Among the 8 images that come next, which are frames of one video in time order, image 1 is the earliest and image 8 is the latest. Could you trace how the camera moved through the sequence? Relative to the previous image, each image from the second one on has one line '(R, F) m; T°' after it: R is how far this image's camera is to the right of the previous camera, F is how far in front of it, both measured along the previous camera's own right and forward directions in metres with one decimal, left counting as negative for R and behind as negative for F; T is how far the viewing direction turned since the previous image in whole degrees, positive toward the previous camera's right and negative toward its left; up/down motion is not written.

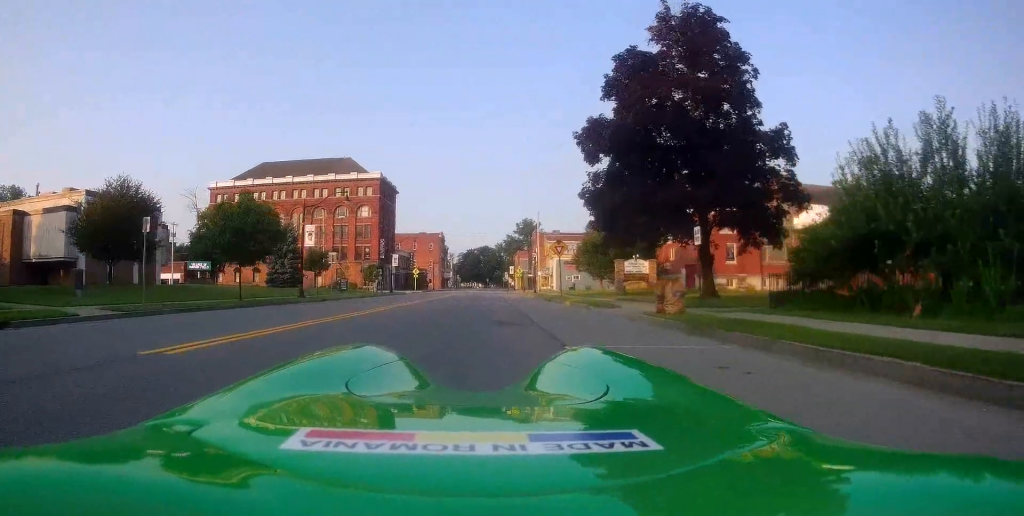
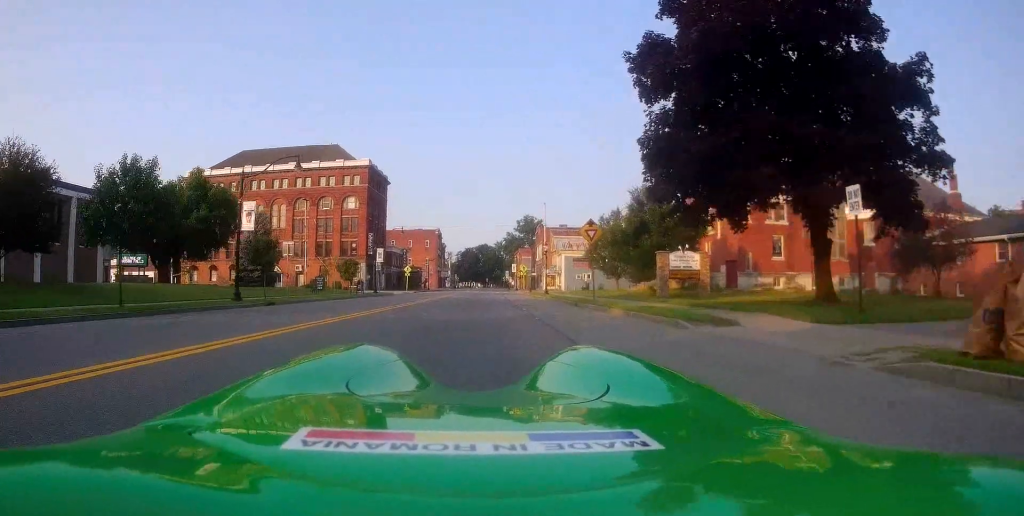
(-0.2, +9.4) m; -3°
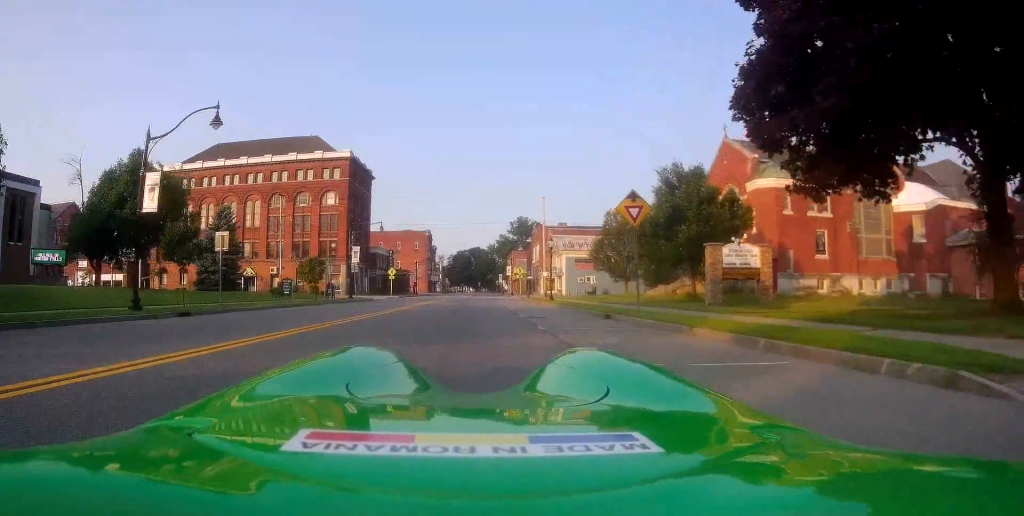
(-0.2, +7.5) m; +2°
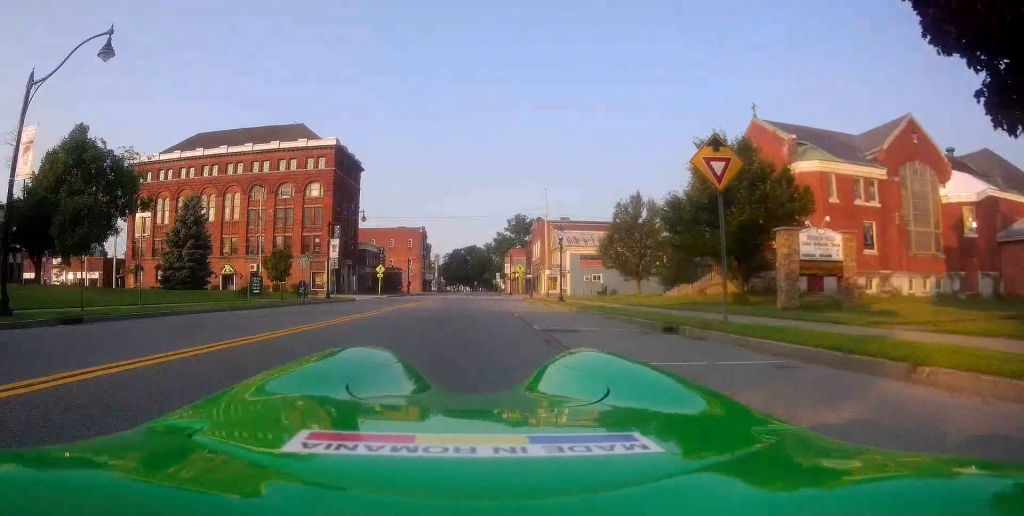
(+0.4, +6.2) m; +3°
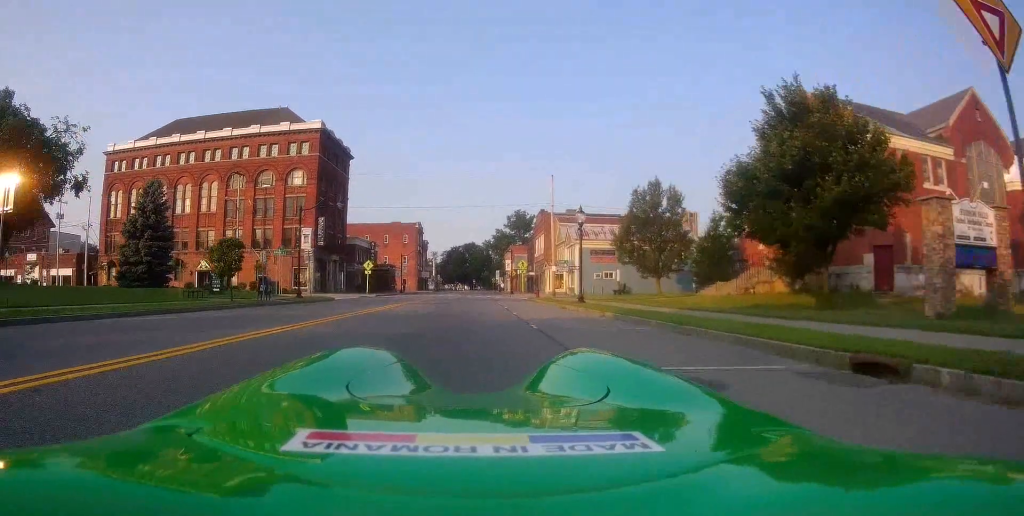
(+0.1, +6.5) m; -1°
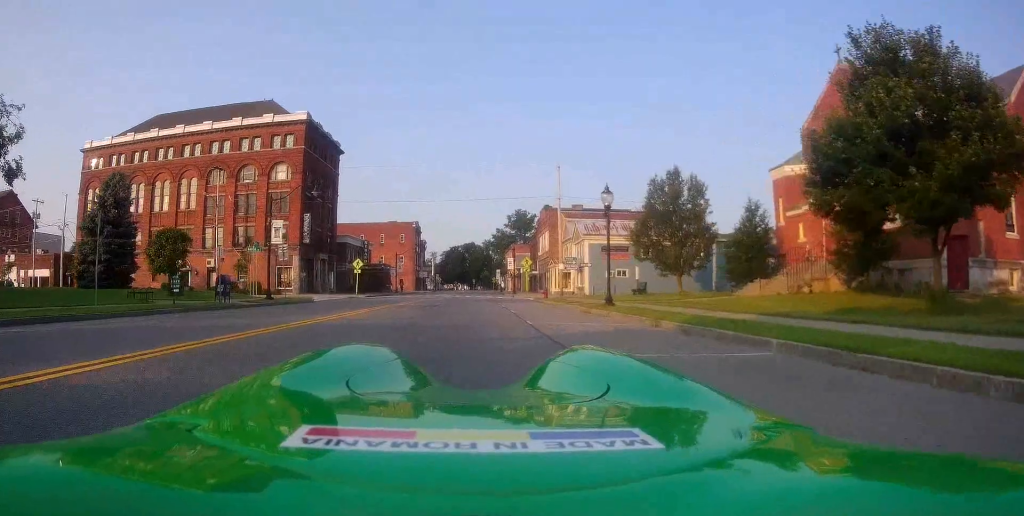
(-0.1, +5.2) m; -1°
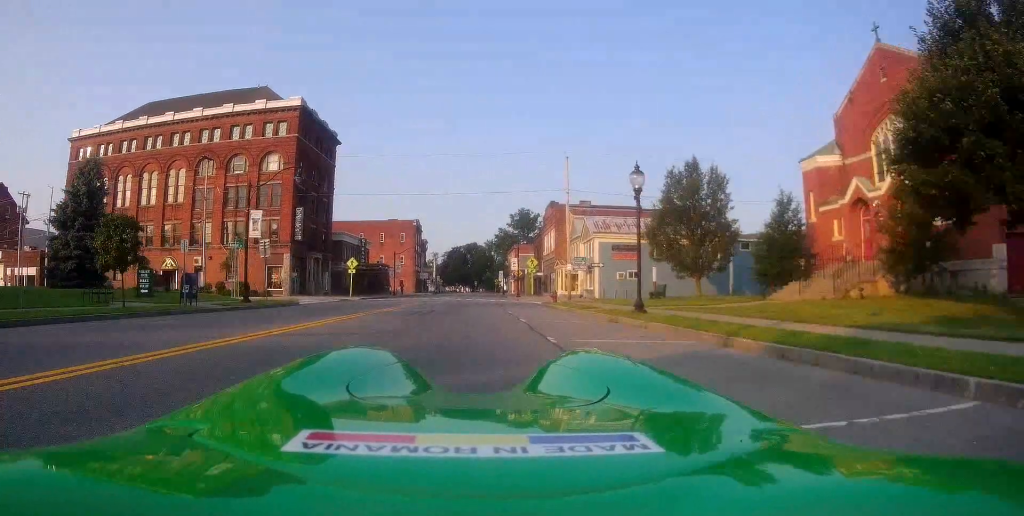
(-0.1, +3.3) m; 0°
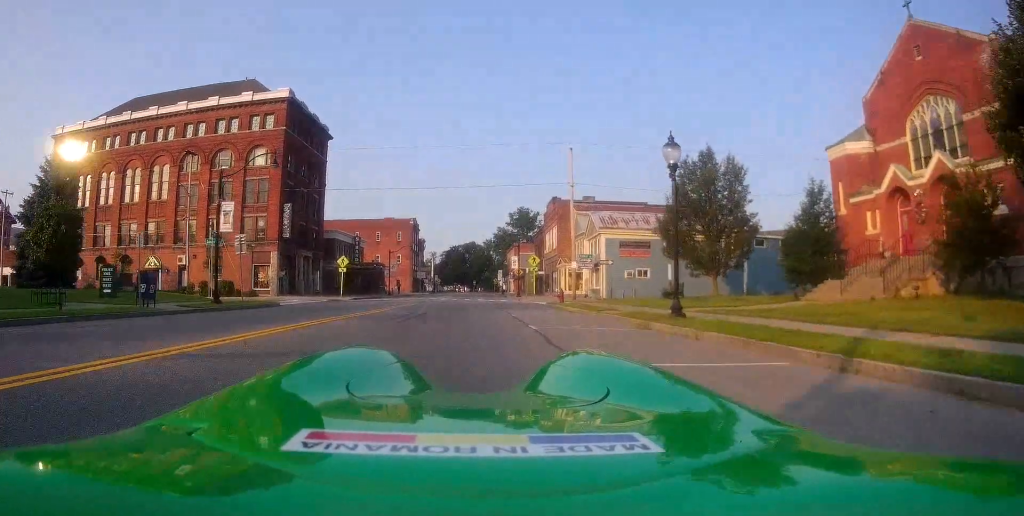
(-0.1, +3.3) m; 0°
